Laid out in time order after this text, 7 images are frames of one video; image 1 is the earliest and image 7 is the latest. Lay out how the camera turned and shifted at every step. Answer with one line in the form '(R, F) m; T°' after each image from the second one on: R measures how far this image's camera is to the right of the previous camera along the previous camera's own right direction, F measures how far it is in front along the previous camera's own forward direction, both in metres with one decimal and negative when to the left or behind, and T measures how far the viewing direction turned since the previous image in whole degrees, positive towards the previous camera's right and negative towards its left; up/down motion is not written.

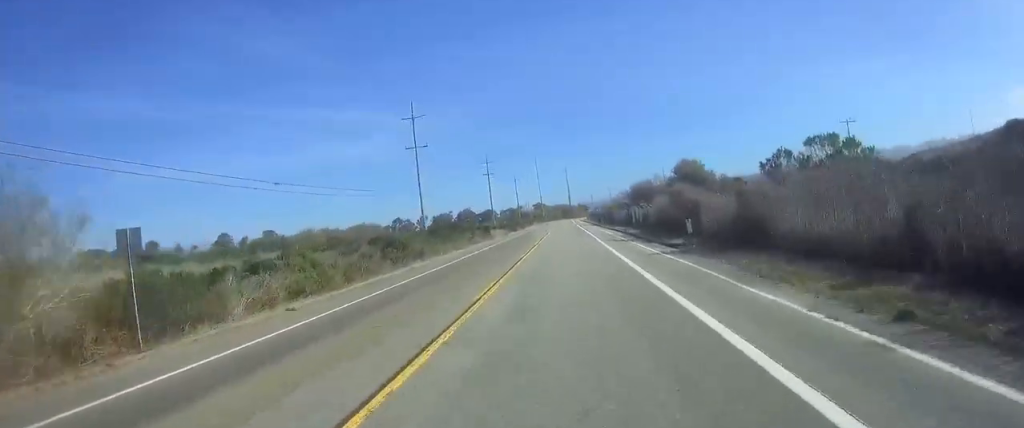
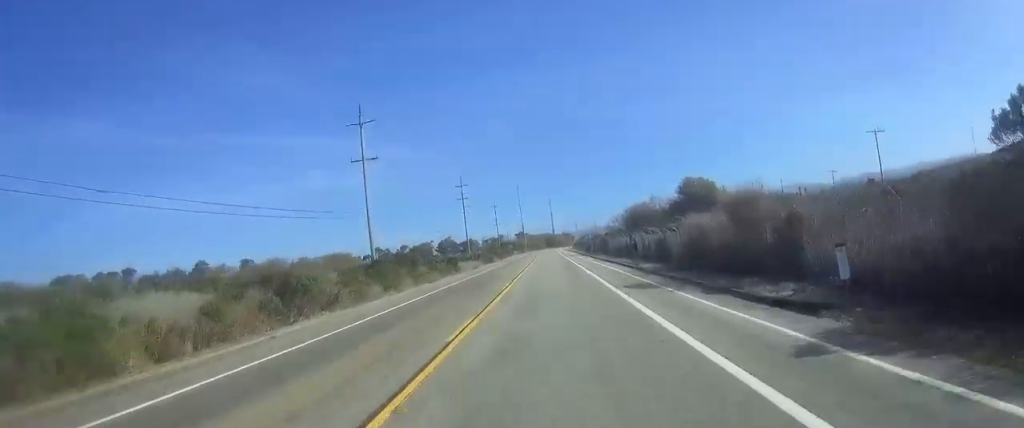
(-0.1, +16.1) m; 0°
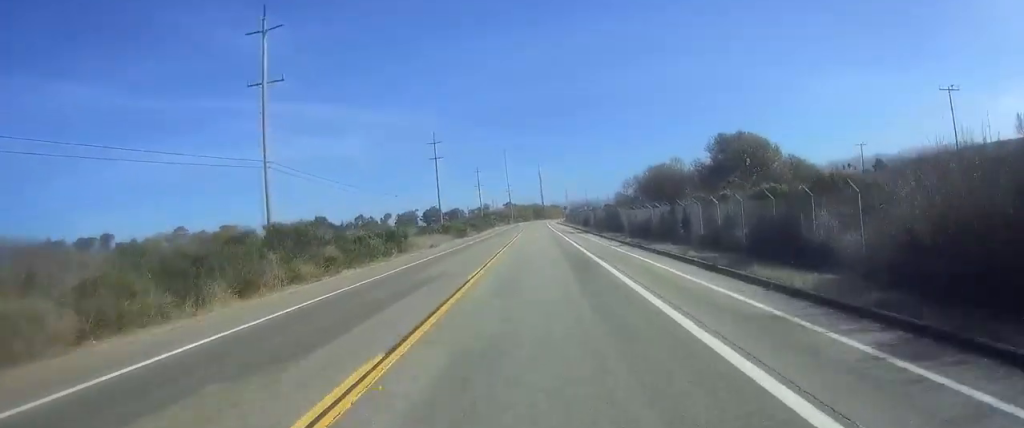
(0.0, +22.5) m; +1°
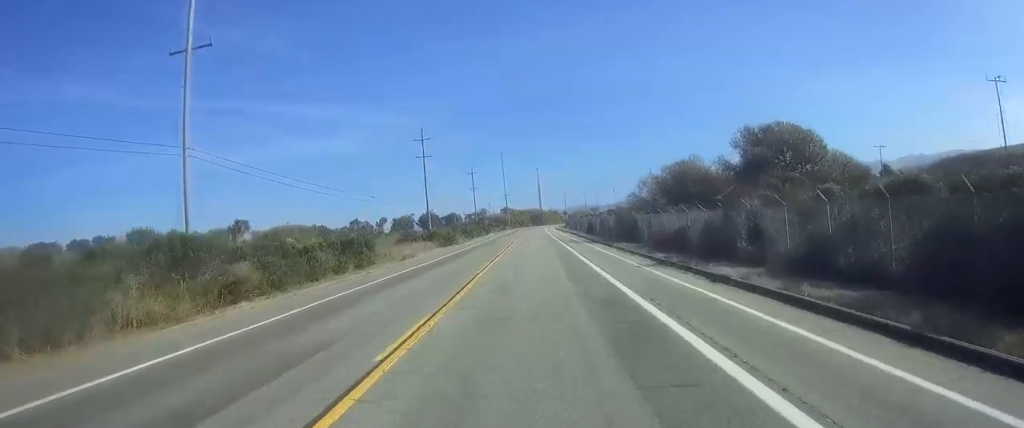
(+0.1, +10.4) m; +1°
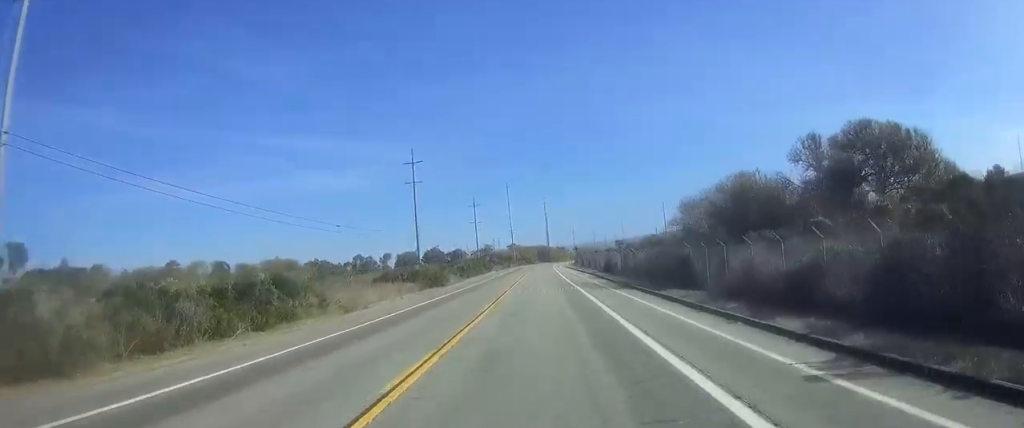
(0.0, +14.3) m; 0°
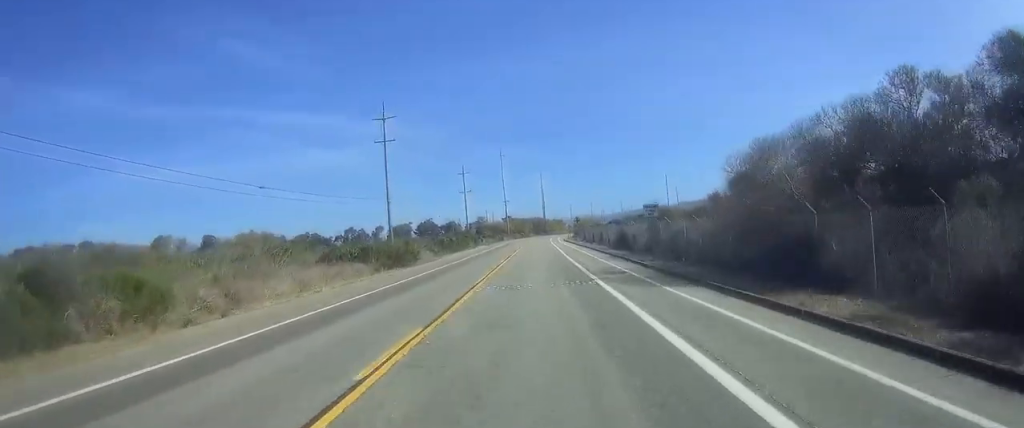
(0.0, +15.0) m; -1°
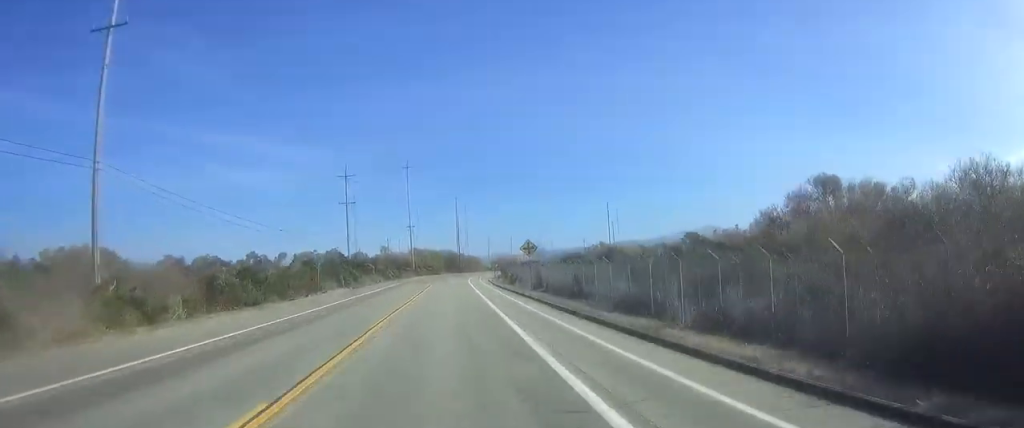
(-0.6, +47.3) m; -1°
